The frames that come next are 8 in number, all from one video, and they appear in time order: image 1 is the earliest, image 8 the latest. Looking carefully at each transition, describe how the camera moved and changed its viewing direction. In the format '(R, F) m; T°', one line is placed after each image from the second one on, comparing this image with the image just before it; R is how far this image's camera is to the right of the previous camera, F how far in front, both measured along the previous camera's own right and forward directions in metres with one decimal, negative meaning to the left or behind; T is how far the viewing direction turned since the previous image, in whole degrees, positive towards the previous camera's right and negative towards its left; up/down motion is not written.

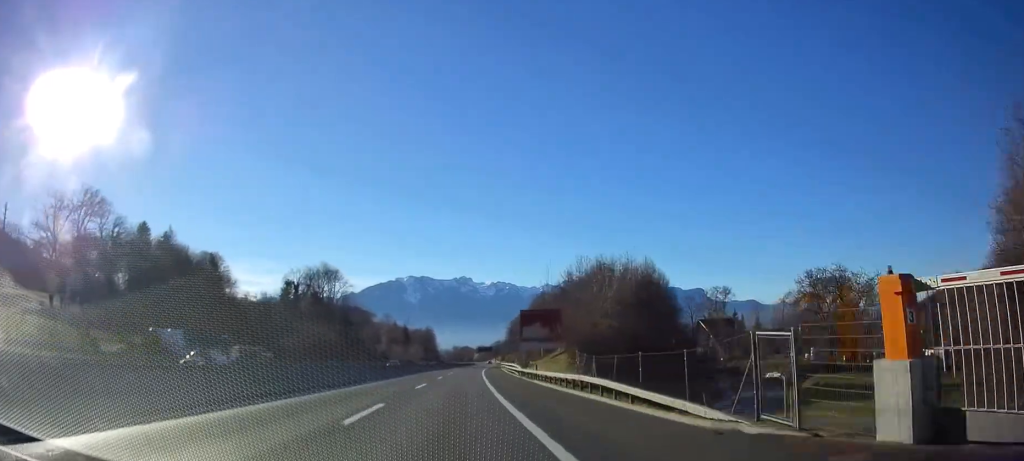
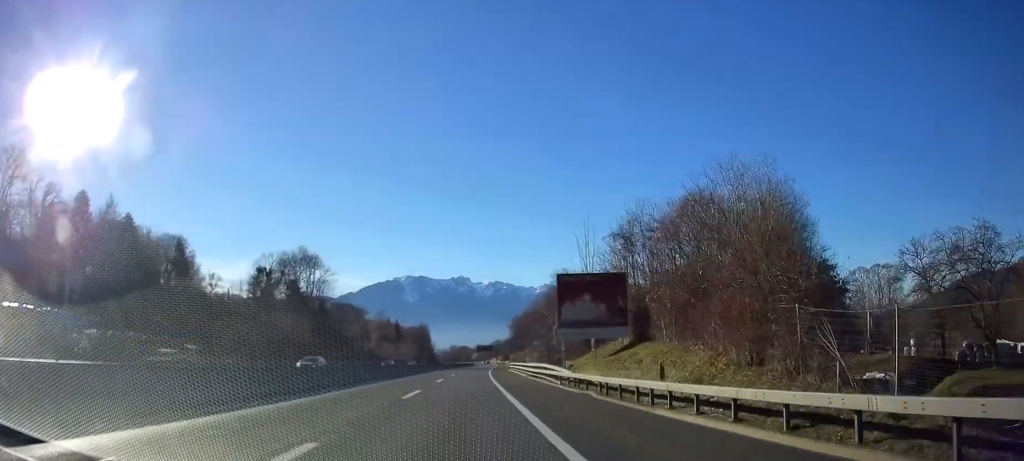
(+0.1, +27.1) m; +1°
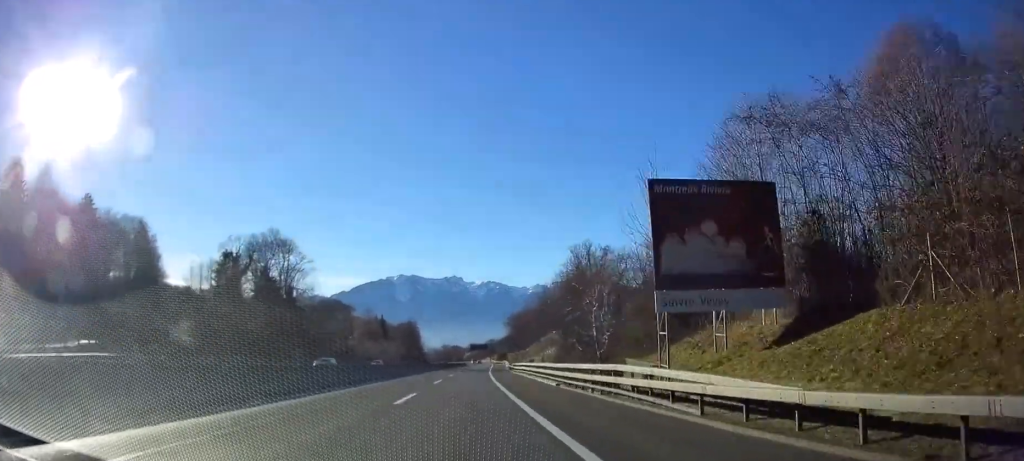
(+0.1, +20.3) m; +1°
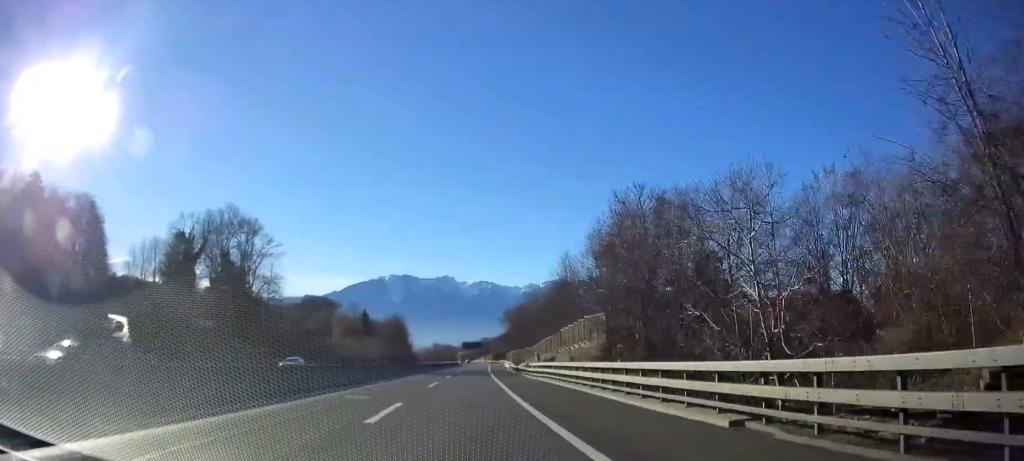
(+0.3, +23.7) m; +1°
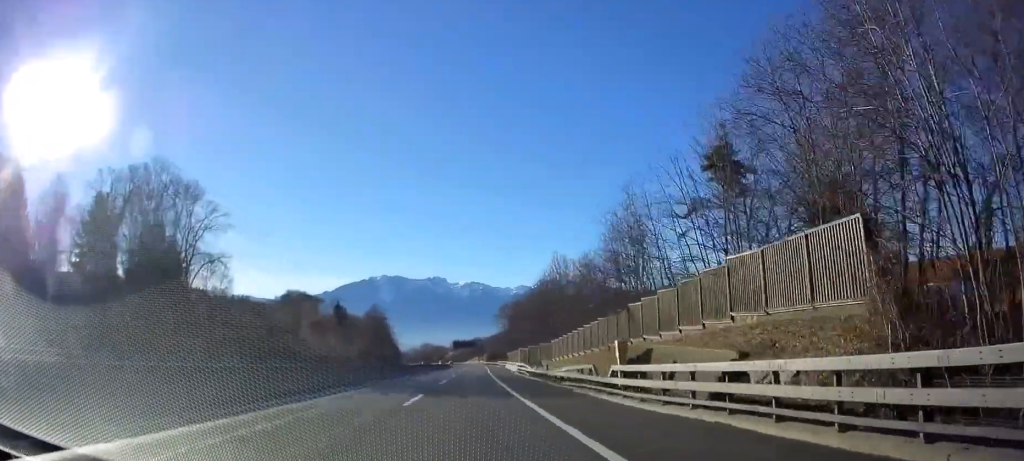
(+0.2, +30.4) m; +1°
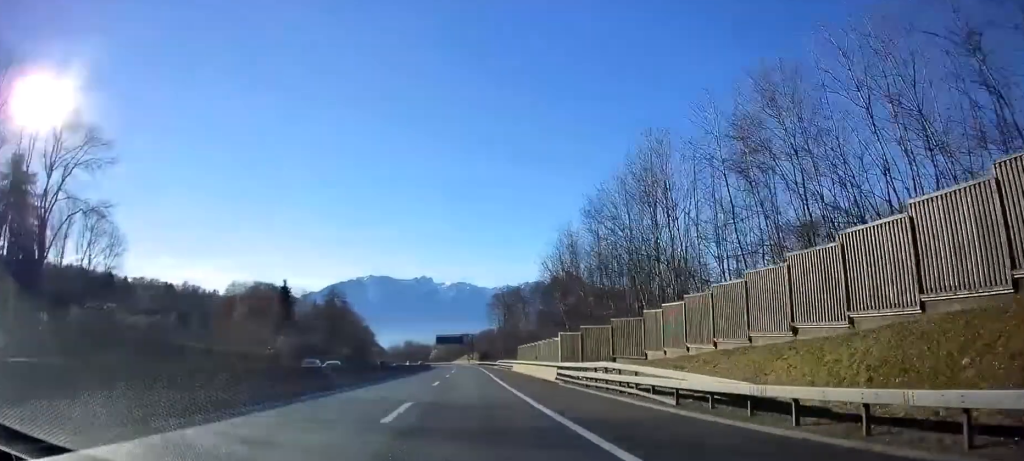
(+0.4, +40.6) m; +1°
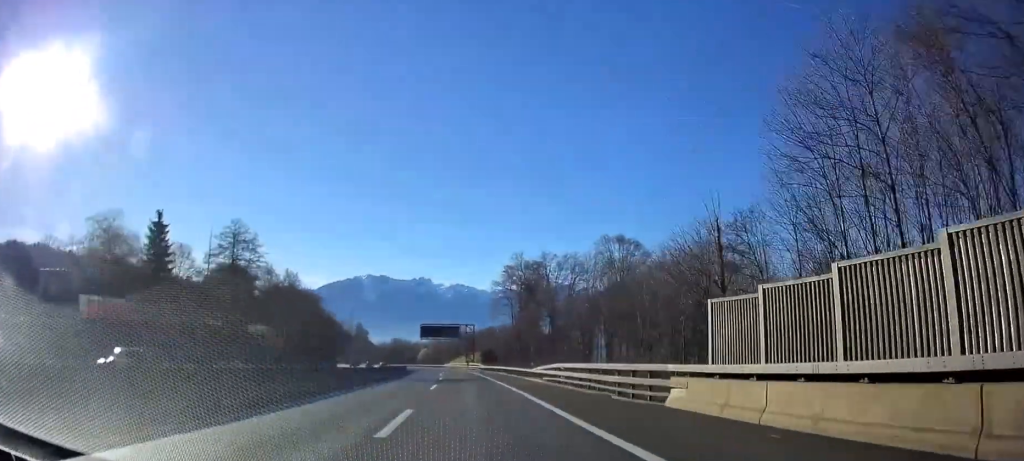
(+0.4, +56.4) m; 0°
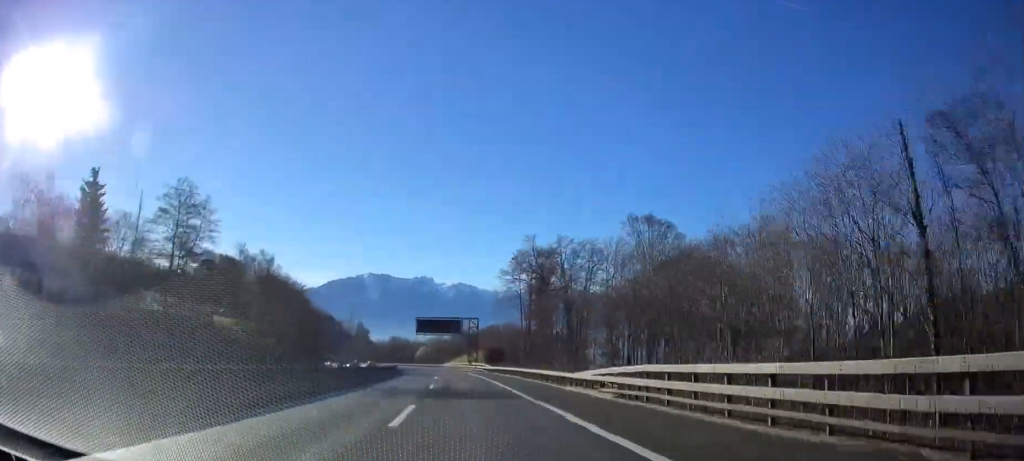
(0.0, +16.9) m; 0°
